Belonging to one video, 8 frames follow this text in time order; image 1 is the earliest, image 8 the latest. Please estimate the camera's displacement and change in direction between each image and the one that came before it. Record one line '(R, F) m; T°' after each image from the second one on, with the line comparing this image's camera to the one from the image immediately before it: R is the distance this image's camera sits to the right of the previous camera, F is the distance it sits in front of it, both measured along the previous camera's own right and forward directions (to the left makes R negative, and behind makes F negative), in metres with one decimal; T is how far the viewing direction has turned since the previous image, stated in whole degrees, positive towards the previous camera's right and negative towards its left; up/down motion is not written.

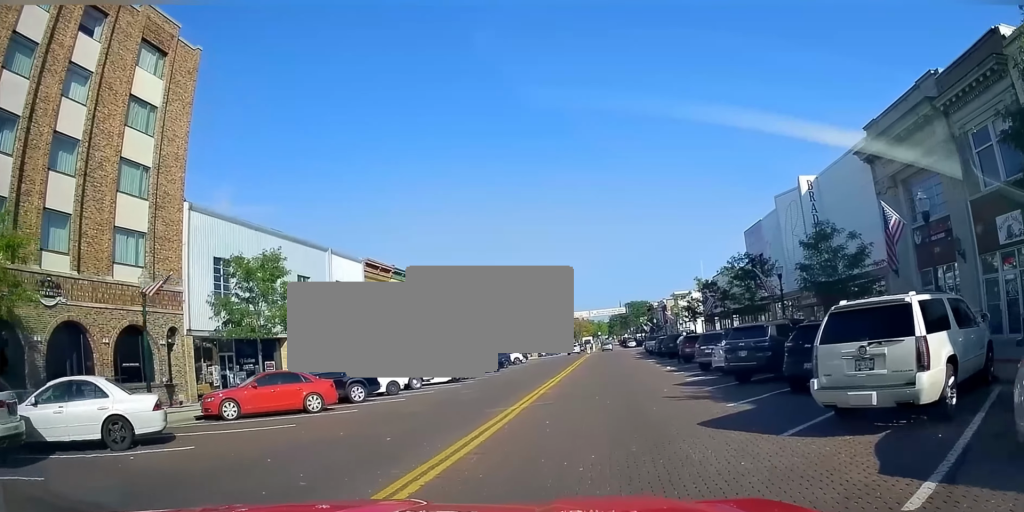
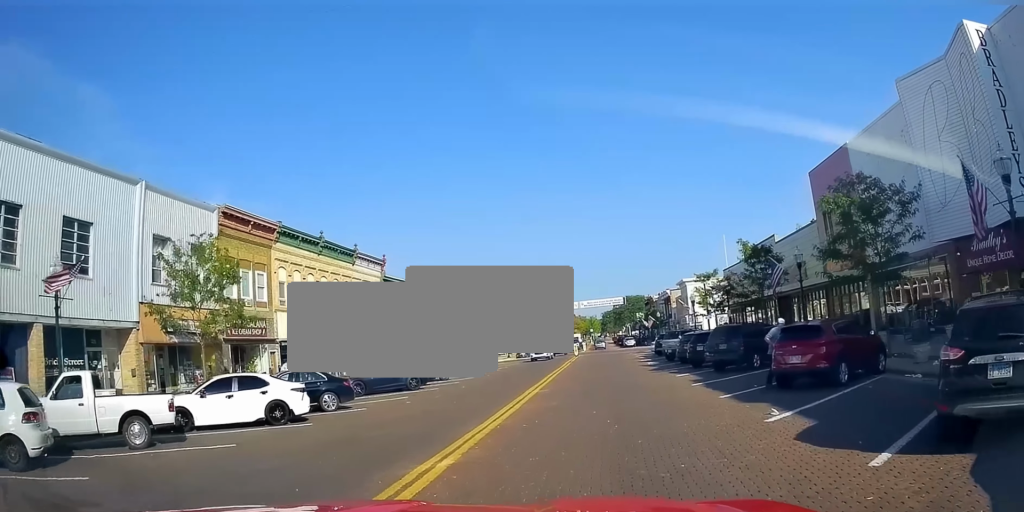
(-0.1, +19.4) m; 0°
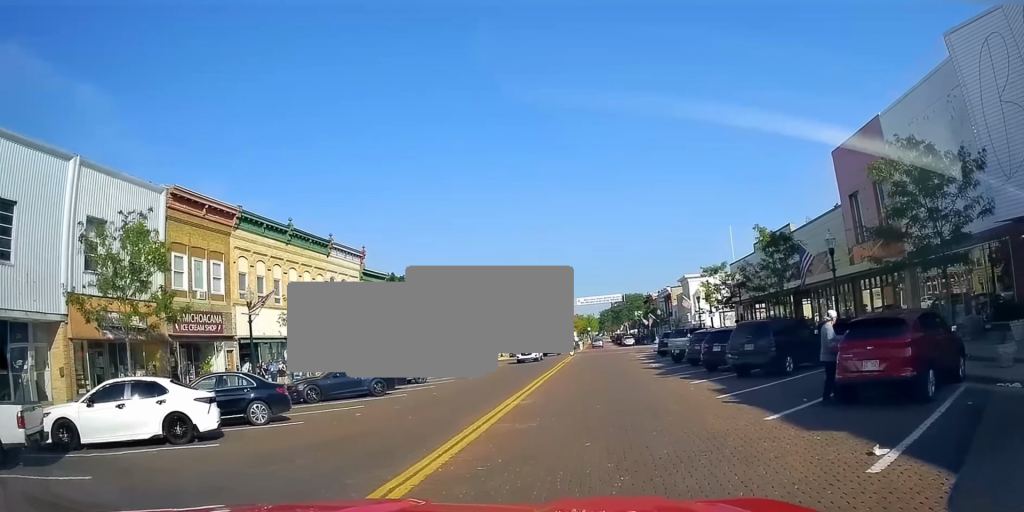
(+0.2, +4.2) m; +2°
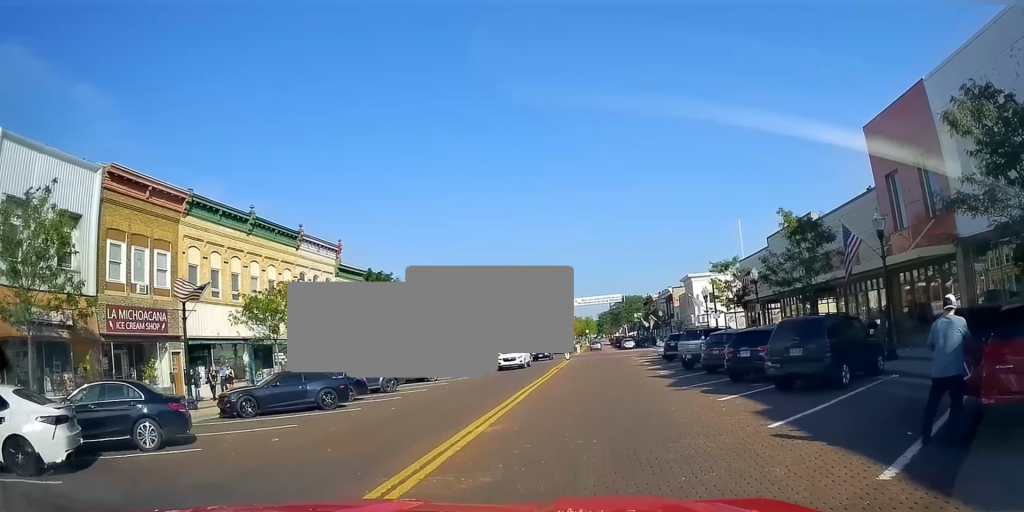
(+0.1, +4.5) m; +2°
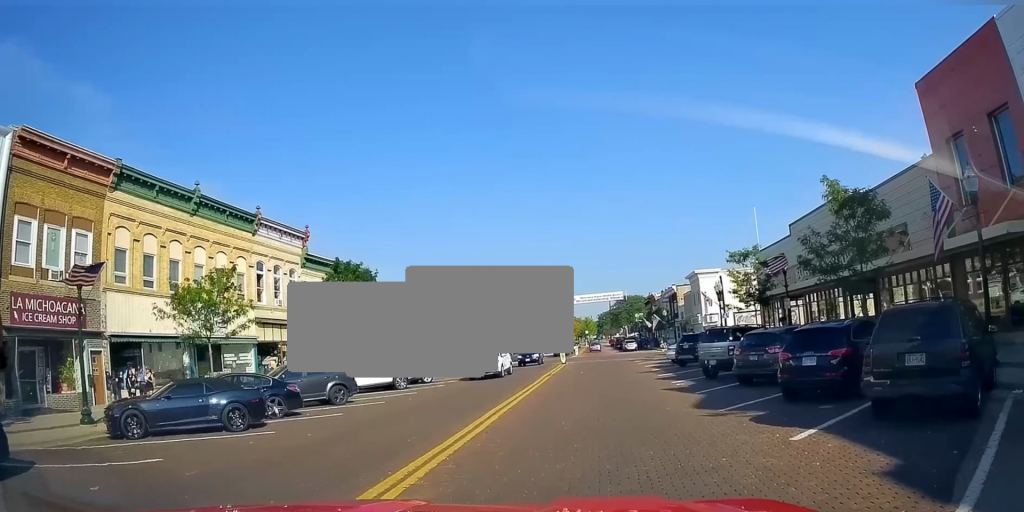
(0.0, +5.3) m; 0°
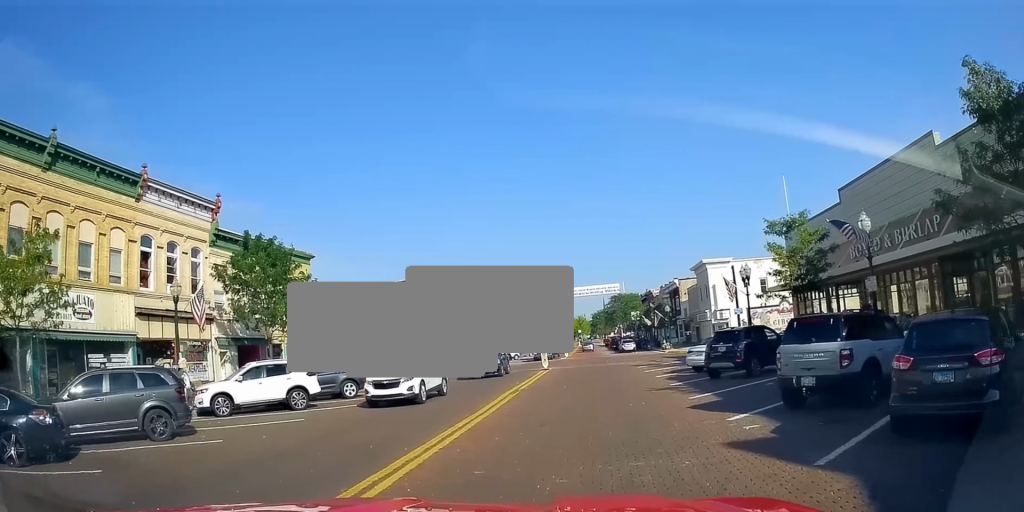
(0.0, +9.8) m; -3°
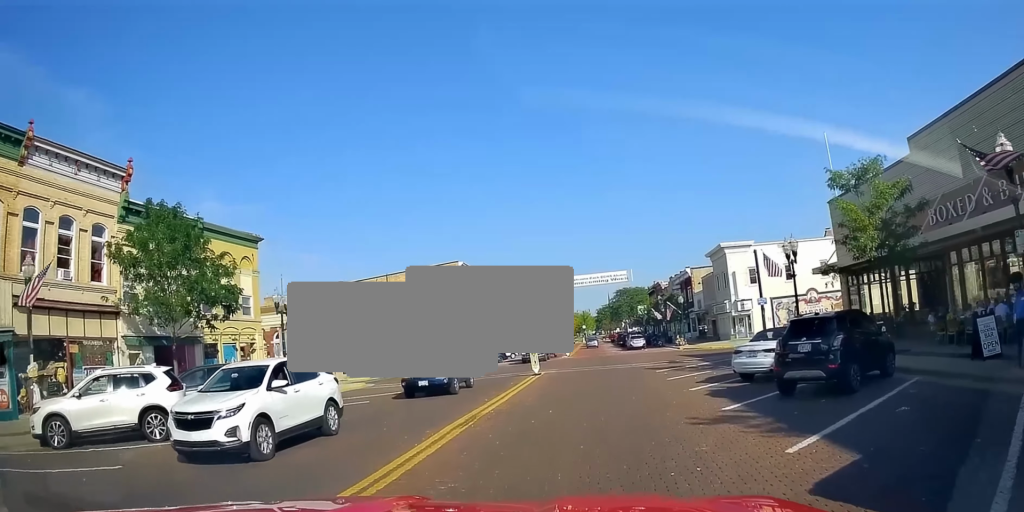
(-0.4, +7.5) m; -1°
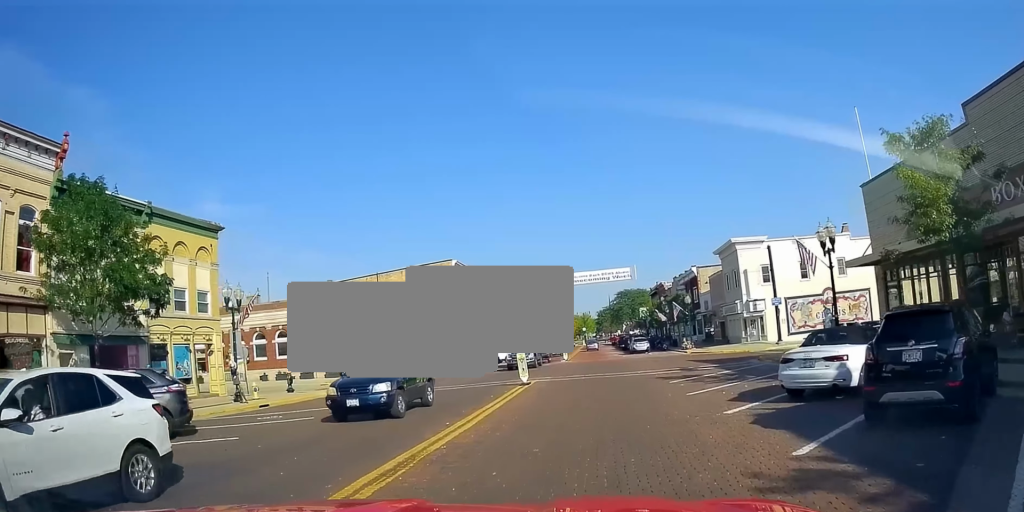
(+0.1, +4.2) m; +1°
